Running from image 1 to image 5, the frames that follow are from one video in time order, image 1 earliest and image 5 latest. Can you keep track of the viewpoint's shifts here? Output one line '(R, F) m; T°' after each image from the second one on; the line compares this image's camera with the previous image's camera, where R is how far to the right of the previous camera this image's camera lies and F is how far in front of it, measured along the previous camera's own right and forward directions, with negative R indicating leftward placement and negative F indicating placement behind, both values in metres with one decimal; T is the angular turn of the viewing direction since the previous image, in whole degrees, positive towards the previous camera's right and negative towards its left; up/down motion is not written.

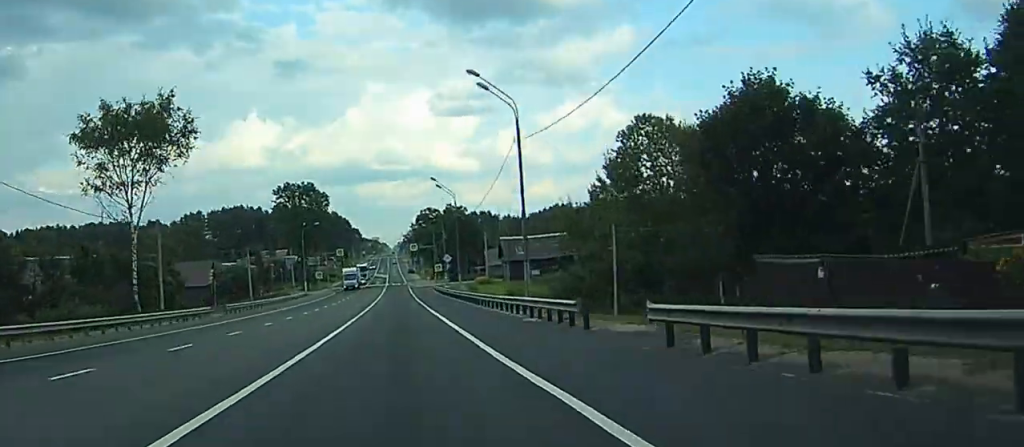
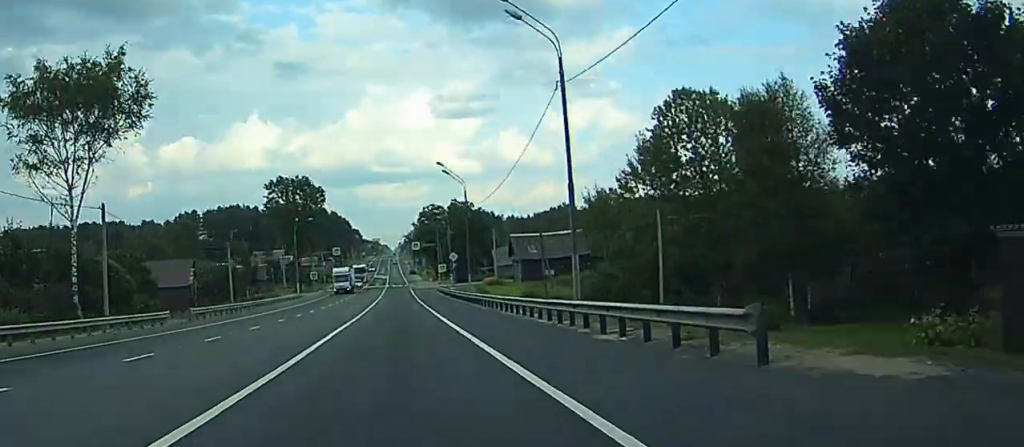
(0.0, +11.6) m; 0°
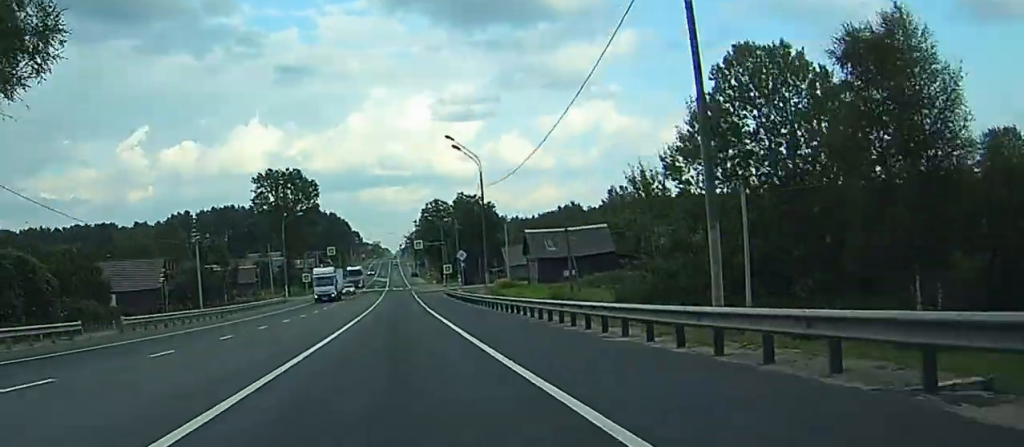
(+0.1, +13.8) m; 0°
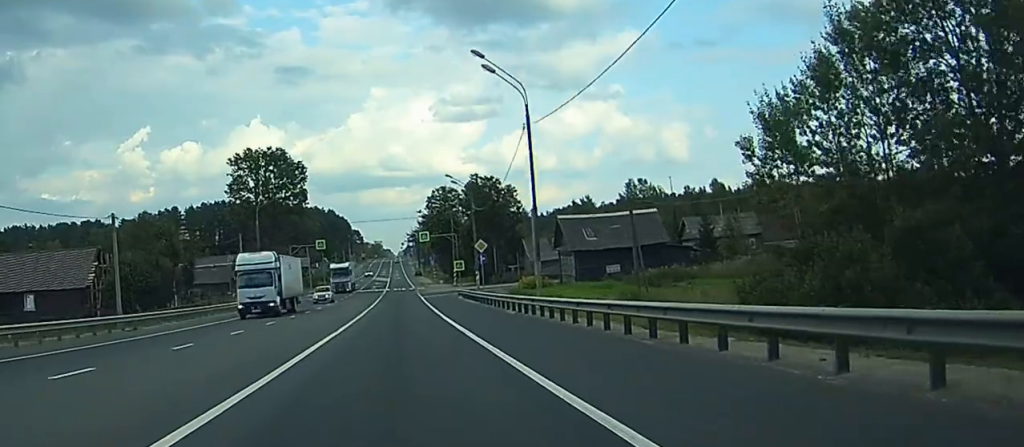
(0.0, +22.1) m; 0°
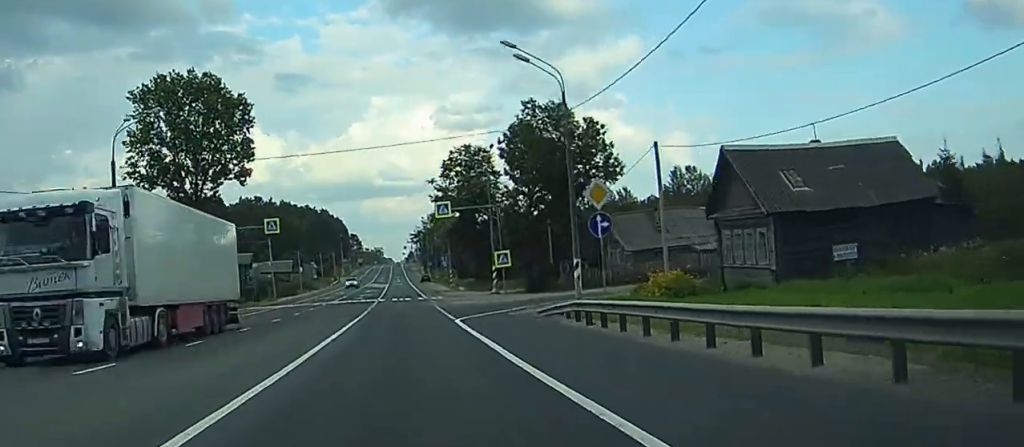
(+0.3, +48.2) m; -2°
